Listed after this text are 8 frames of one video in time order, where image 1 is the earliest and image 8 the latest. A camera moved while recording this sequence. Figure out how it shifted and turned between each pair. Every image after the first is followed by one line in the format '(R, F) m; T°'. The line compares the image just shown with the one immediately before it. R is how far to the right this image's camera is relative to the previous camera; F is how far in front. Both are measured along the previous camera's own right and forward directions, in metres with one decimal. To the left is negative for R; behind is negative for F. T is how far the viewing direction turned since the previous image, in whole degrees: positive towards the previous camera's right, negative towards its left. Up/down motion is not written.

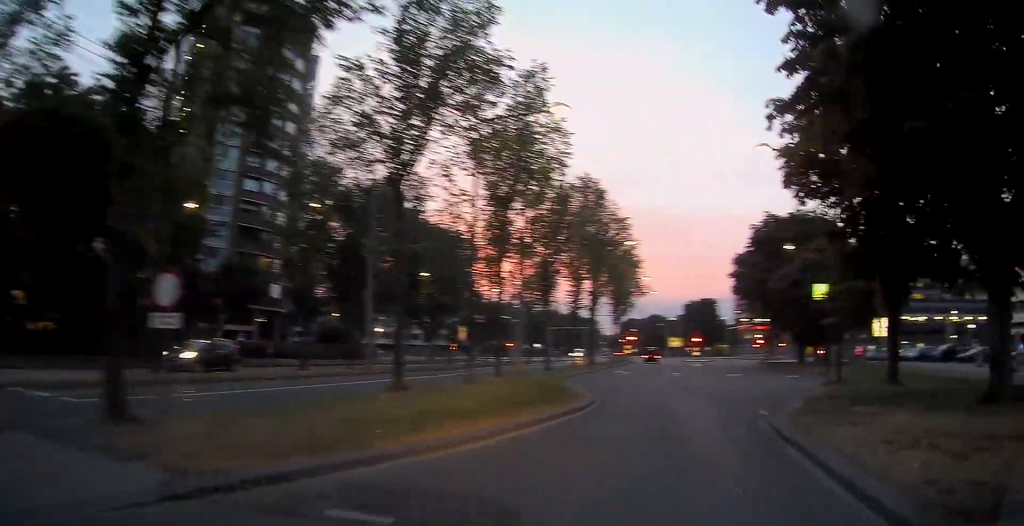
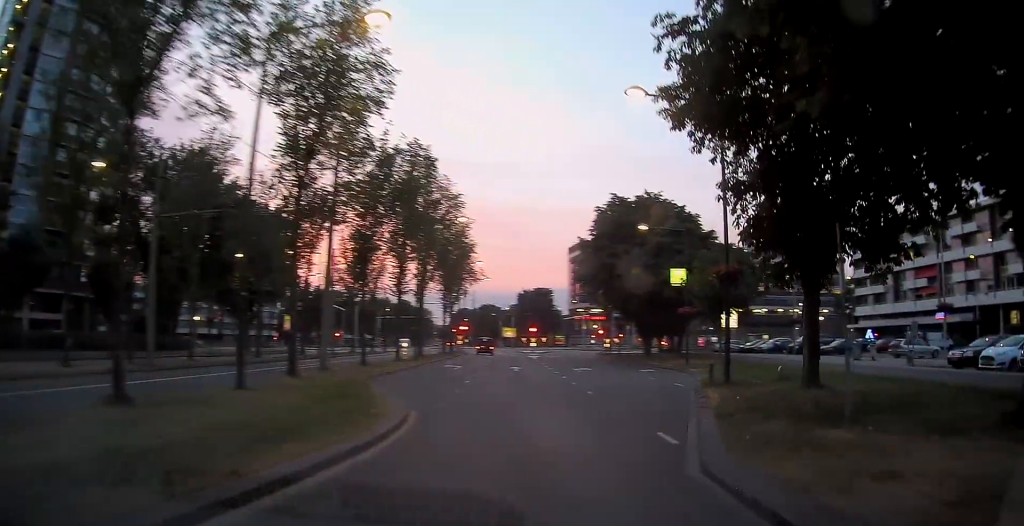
(+0.5, +4.2) m; +14°
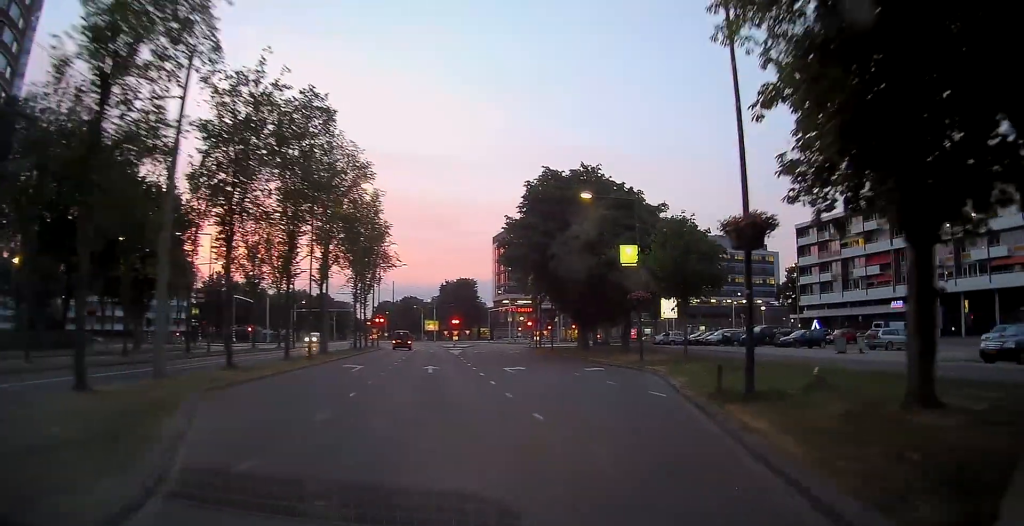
(+0.6, +5.7) m; +11°
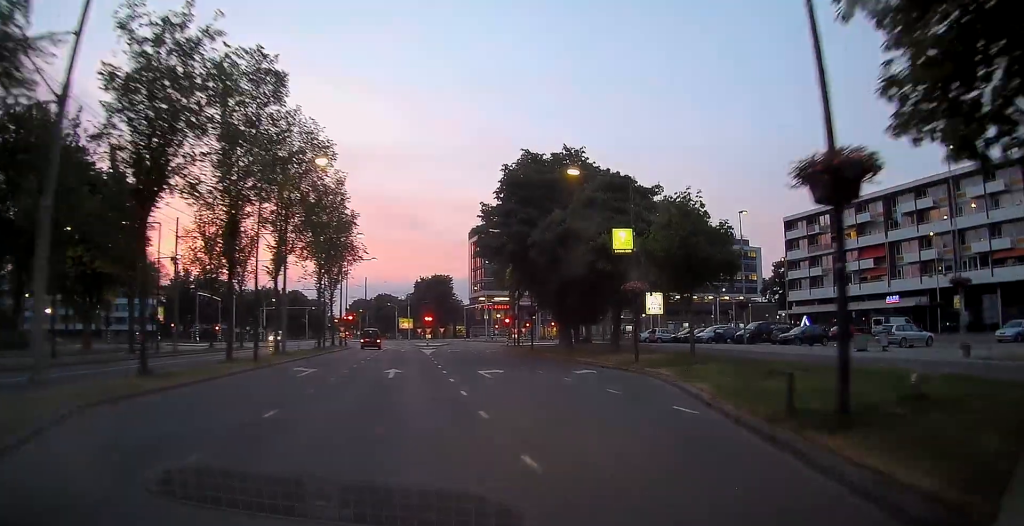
(+0.3, +3.5) m; +4°
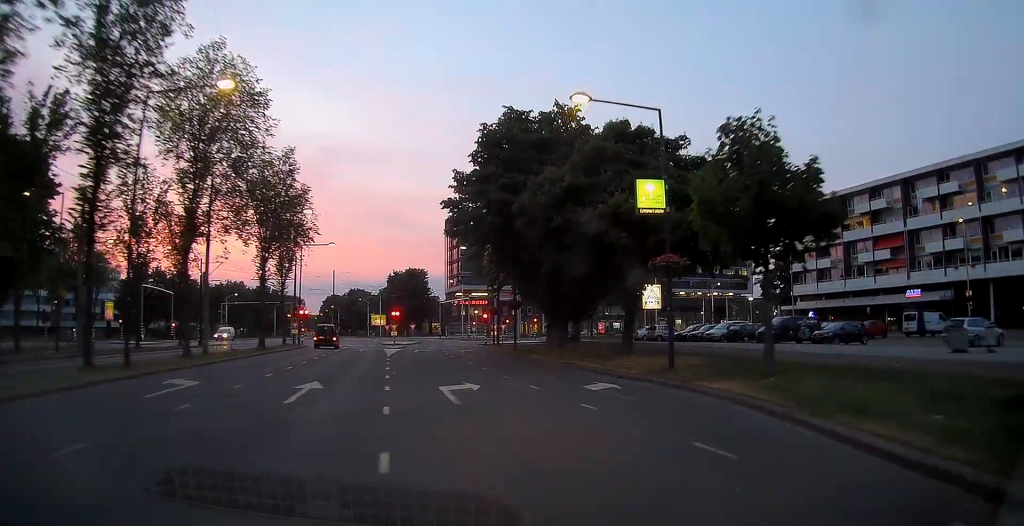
(+0.5, +7.3) m; +6°
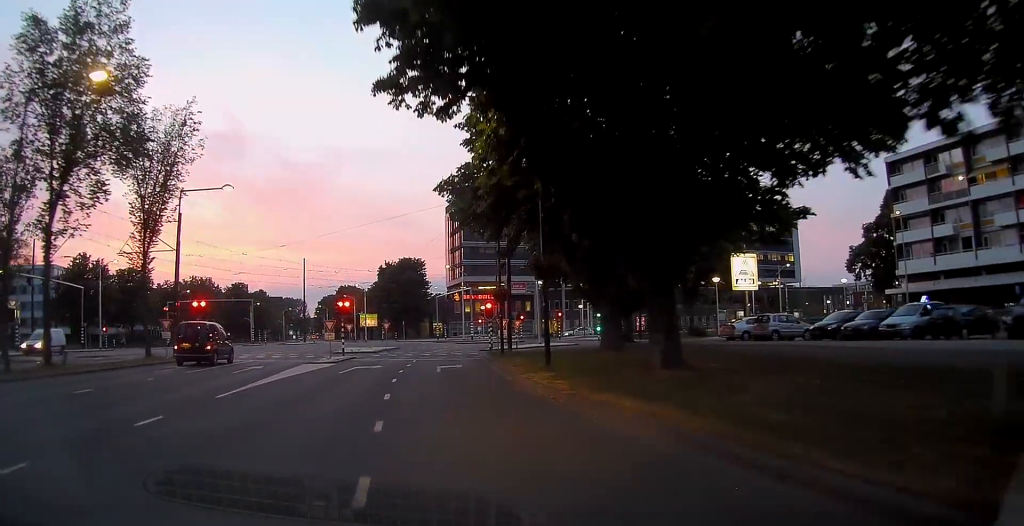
(+1.2, +22.2) m; +1°
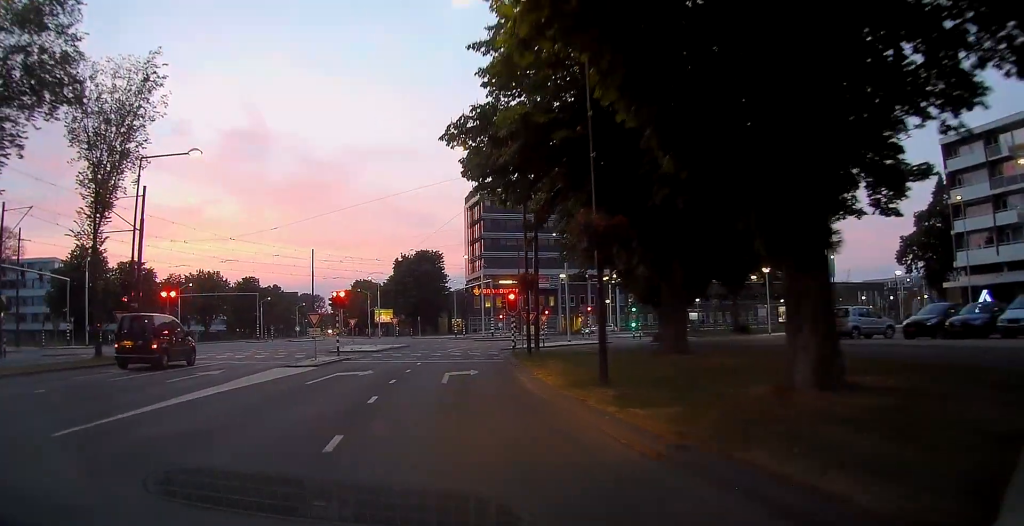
(-0.2, +6.2) m; -2°
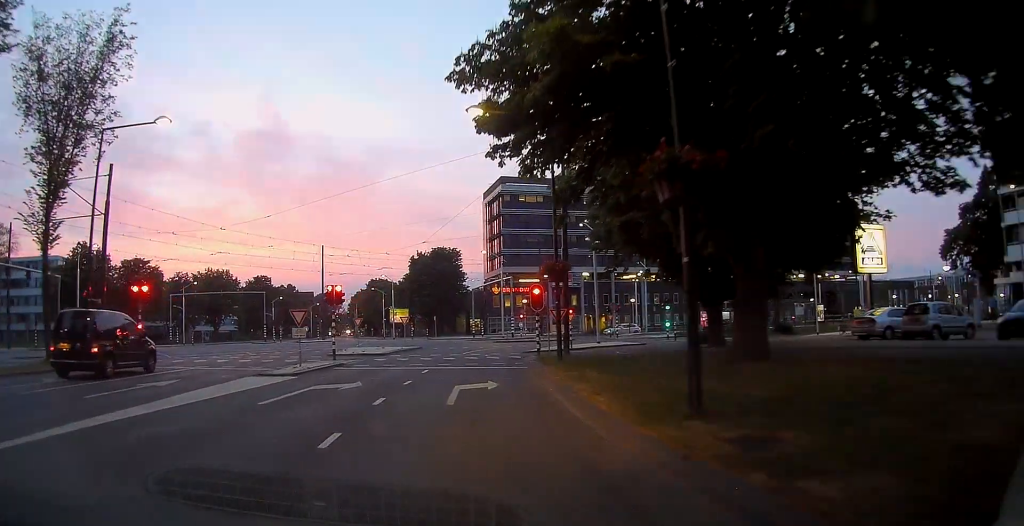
(-0.1, +4.7) m; -1°
